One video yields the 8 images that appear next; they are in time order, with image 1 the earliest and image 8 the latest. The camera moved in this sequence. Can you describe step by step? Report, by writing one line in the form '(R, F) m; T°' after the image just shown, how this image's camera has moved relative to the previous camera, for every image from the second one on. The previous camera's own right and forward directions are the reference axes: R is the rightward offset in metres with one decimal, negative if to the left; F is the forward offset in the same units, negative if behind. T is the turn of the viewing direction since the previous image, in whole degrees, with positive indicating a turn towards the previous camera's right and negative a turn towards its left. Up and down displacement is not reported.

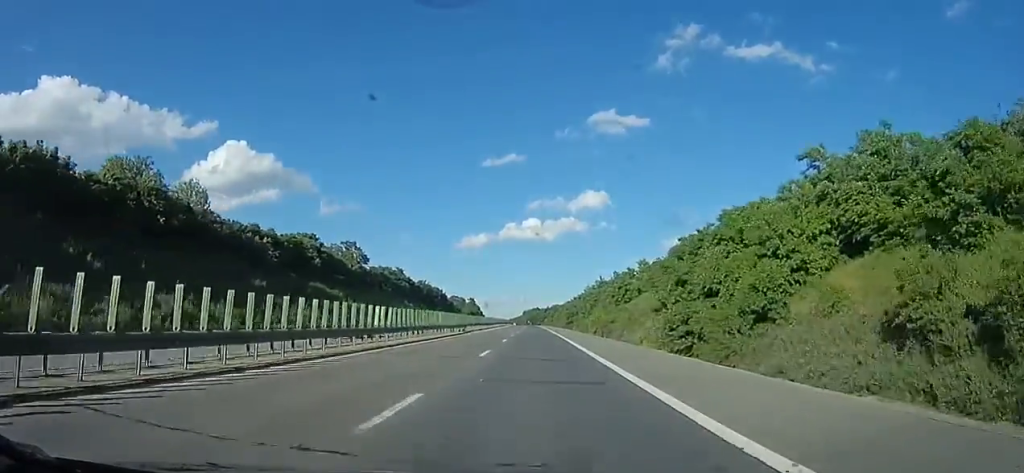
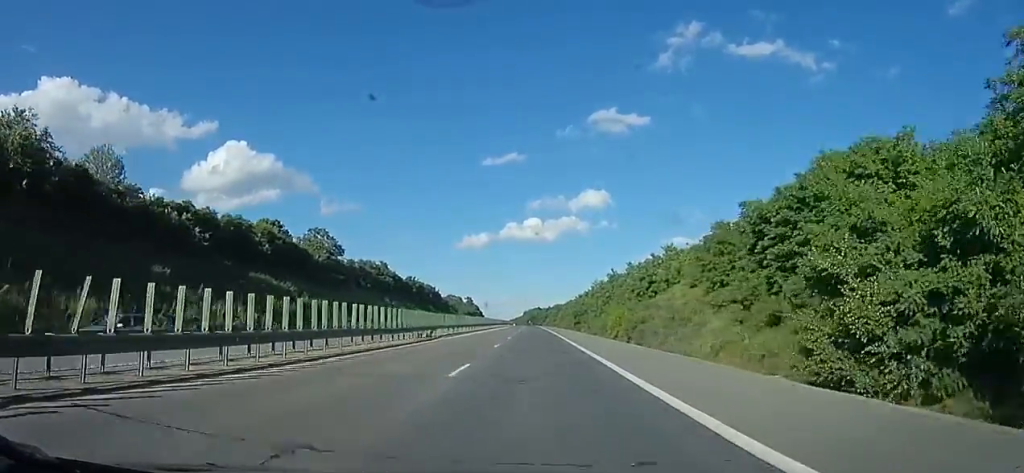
(-0.1, +17.9) m; 0°
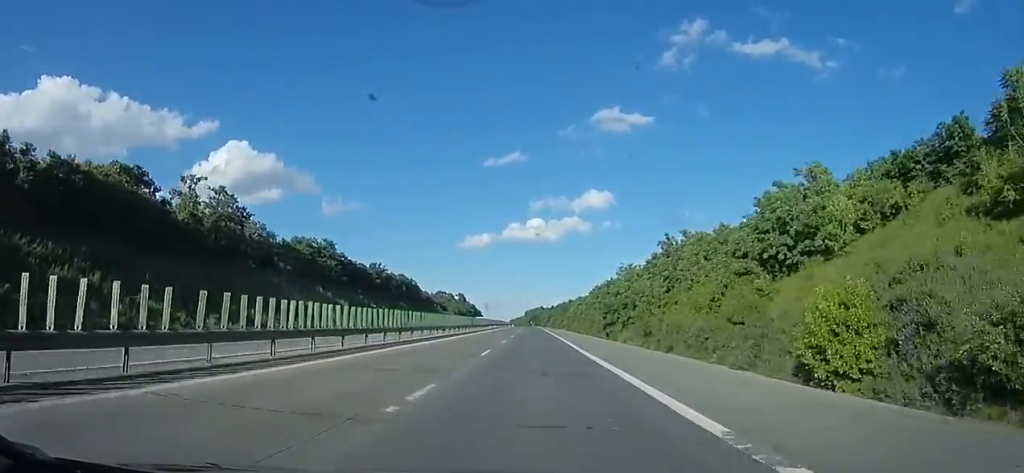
(+0.2, +40.5) m; 0°
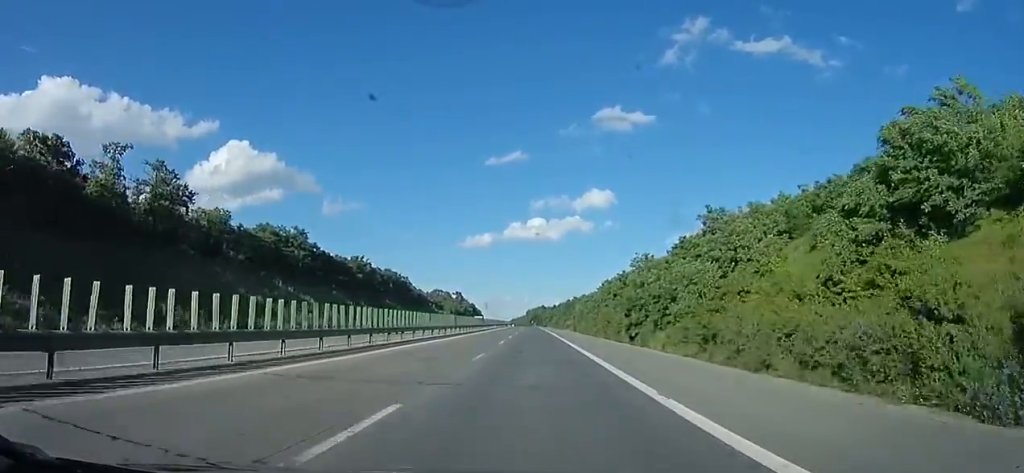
(-0.1, +14.3) m; 0°
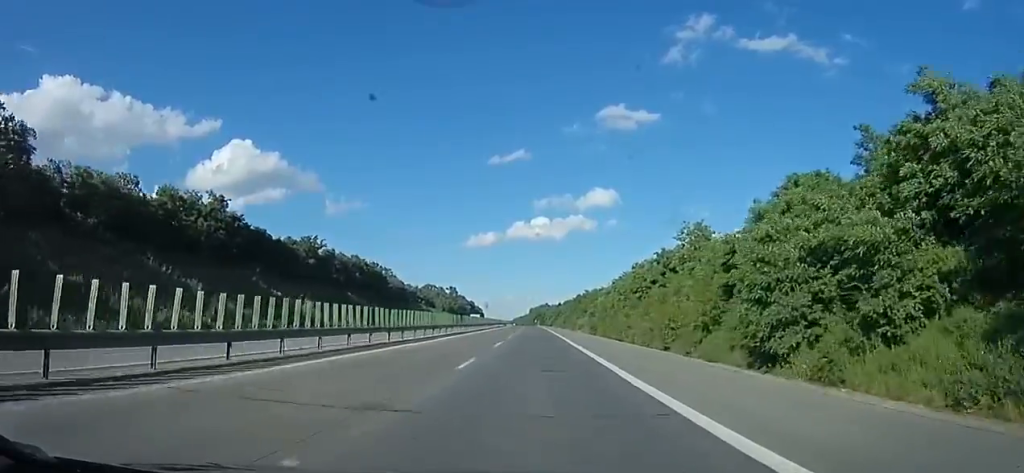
(-0.1, +26.9) m; 0°
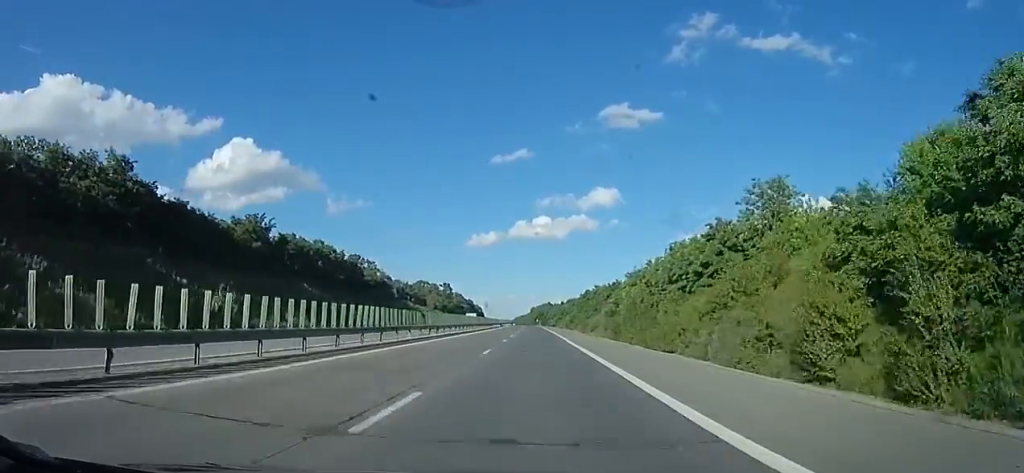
(0.0, +19.3) m; 0°
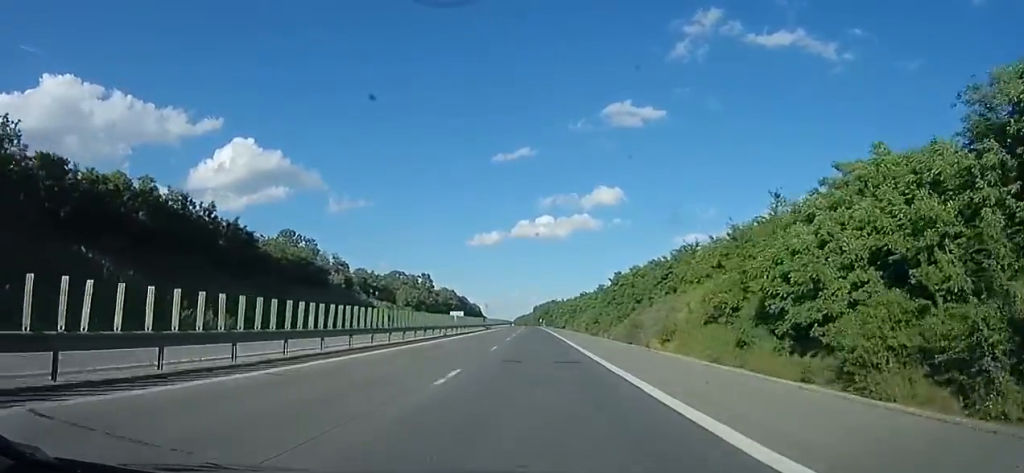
(0.0, +43.3) m; 0°
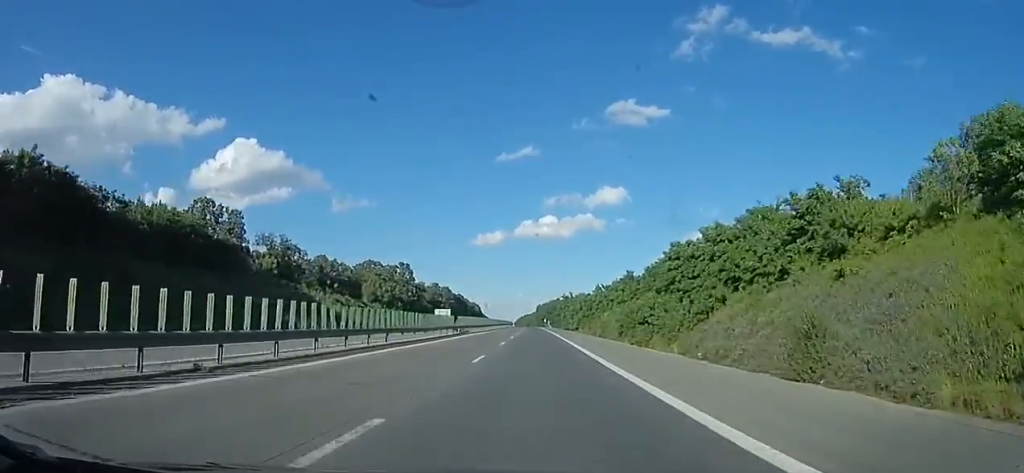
(+0.2, +30.8) m; 0°
